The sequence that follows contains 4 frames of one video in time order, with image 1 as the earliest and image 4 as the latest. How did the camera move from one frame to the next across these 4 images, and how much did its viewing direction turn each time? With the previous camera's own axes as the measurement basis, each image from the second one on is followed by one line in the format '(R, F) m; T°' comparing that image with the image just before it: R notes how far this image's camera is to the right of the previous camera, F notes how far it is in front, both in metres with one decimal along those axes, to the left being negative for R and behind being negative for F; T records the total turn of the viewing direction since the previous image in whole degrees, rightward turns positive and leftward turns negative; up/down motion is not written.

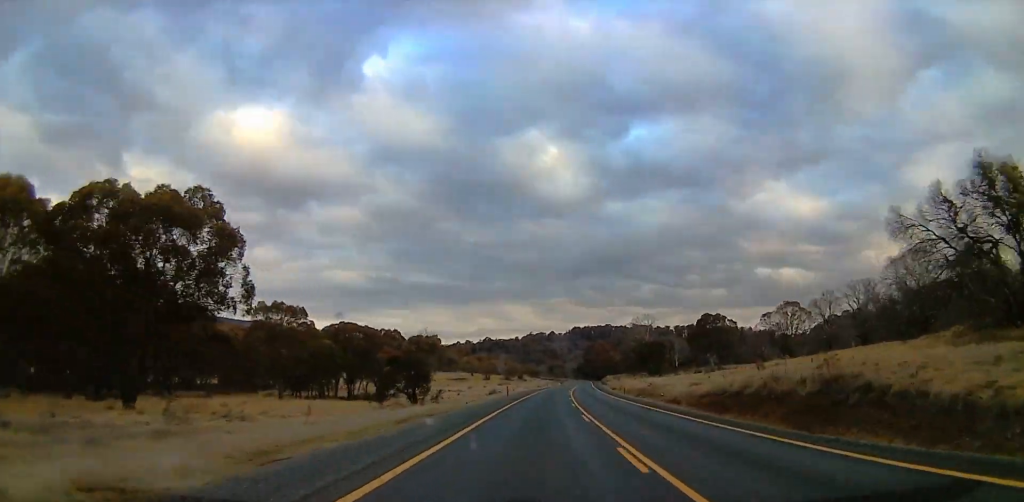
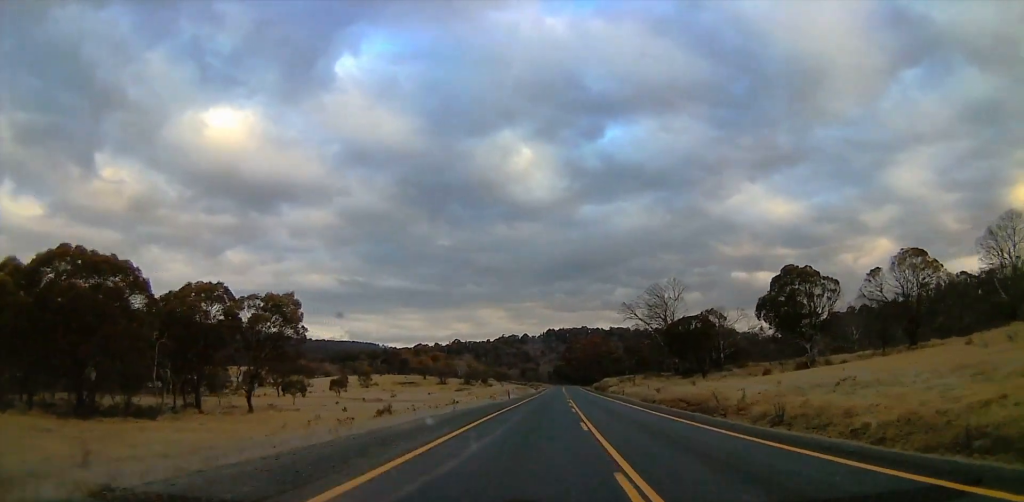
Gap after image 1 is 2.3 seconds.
(+3.4, +63.5) m; +3°
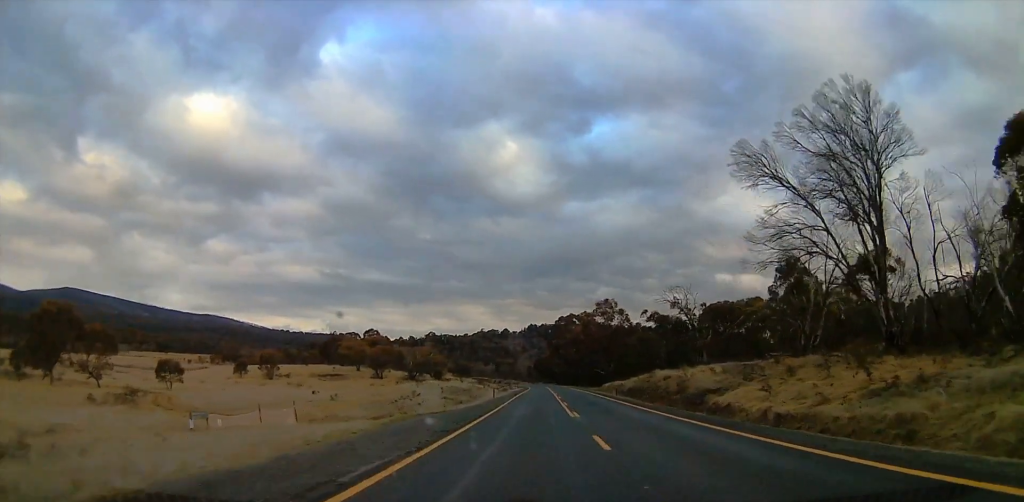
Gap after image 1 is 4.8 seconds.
(-0.3, +71.1) m; 0°
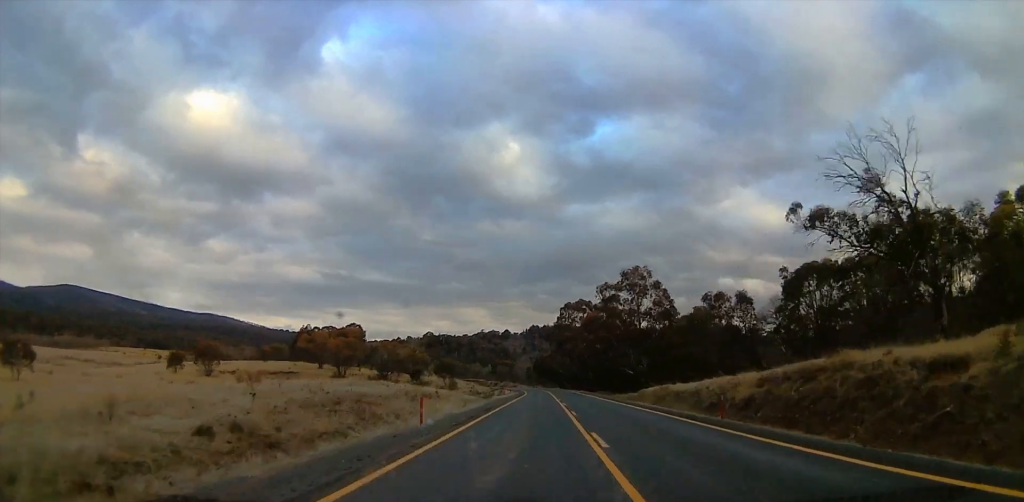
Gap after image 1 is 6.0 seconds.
(+0.6, +35.3) m; +1°
